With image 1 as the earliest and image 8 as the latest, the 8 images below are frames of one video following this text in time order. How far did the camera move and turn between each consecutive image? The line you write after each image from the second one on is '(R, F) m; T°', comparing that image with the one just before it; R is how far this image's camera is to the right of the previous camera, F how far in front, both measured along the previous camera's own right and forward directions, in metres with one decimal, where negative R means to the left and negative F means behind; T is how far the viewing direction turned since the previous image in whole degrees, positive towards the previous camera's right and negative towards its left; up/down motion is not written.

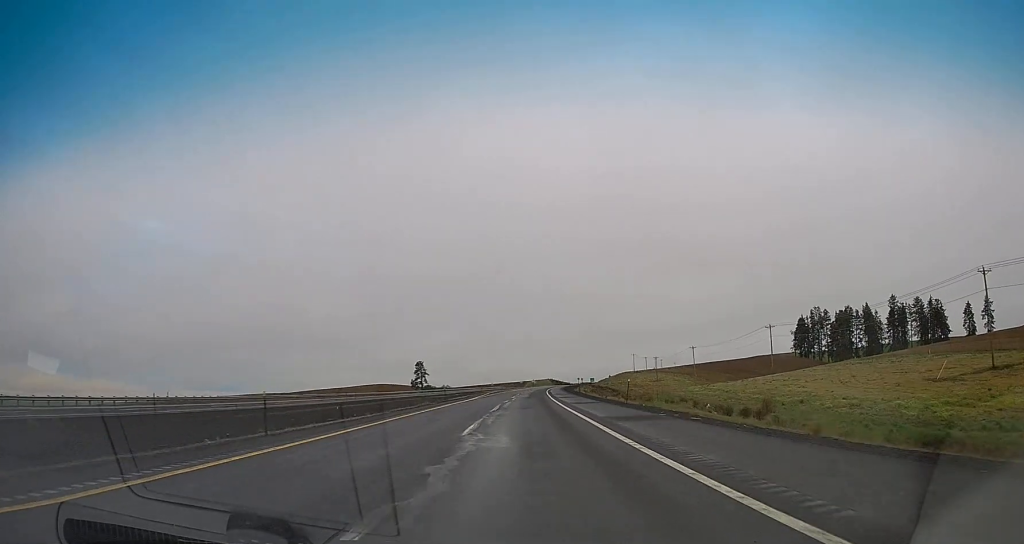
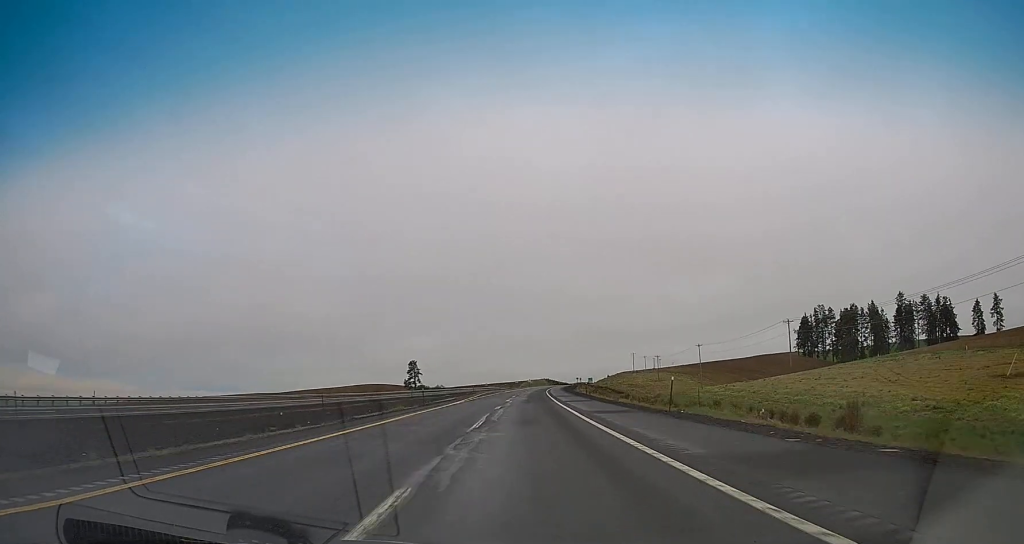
(+0.1, +12.6) m; 0°
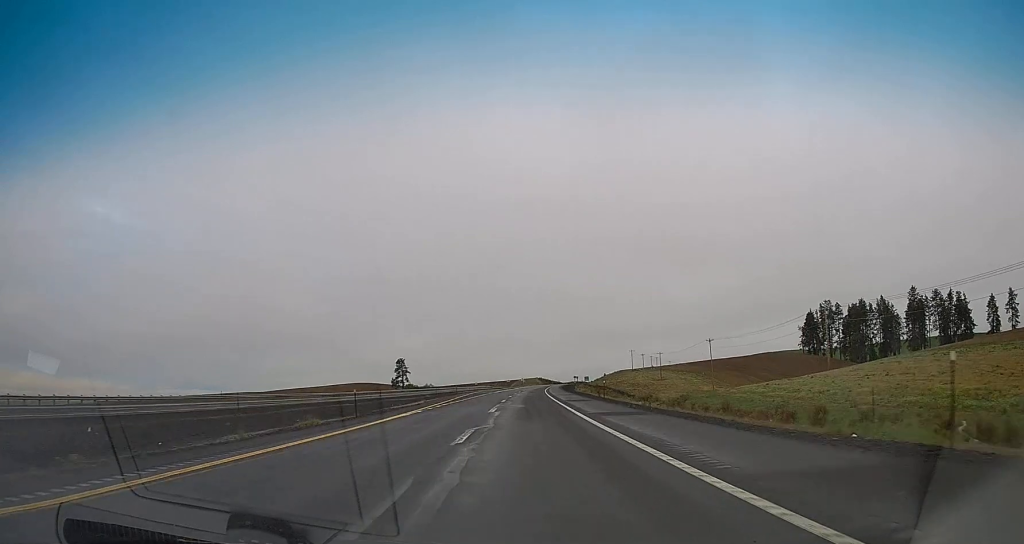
(+0.1, +20.3) m; 0°
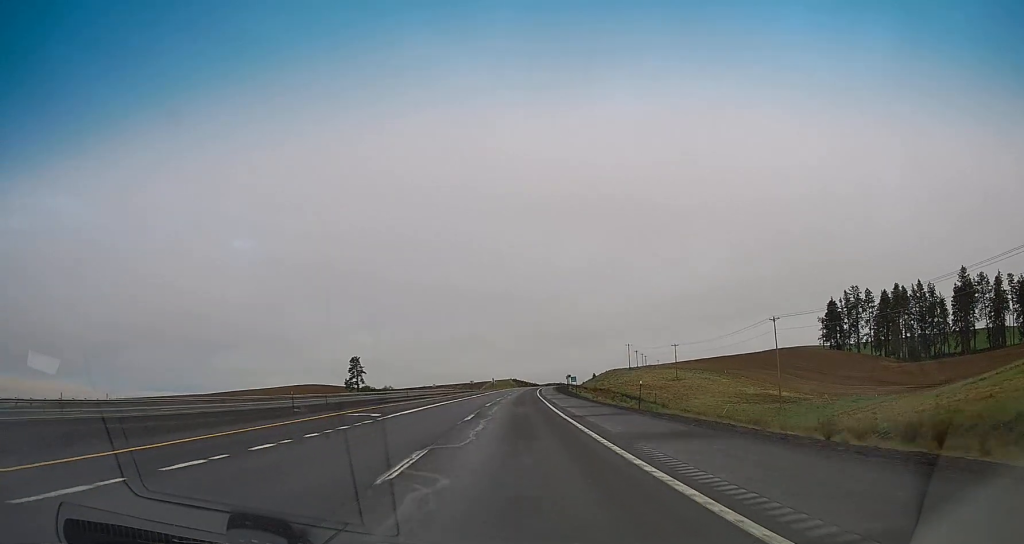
(+1.4, +65.9) m; +3°
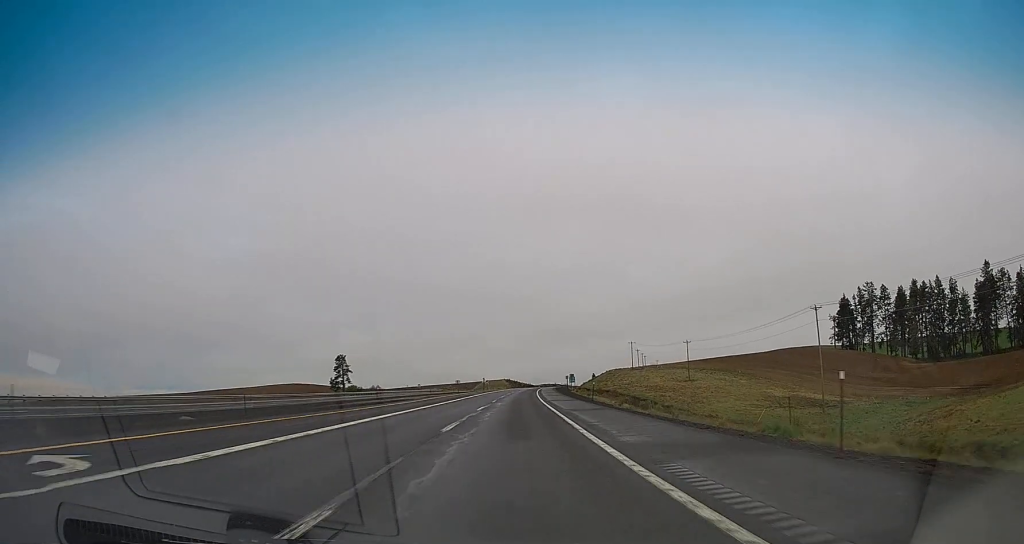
(+0.1, +21.3) m; +1°
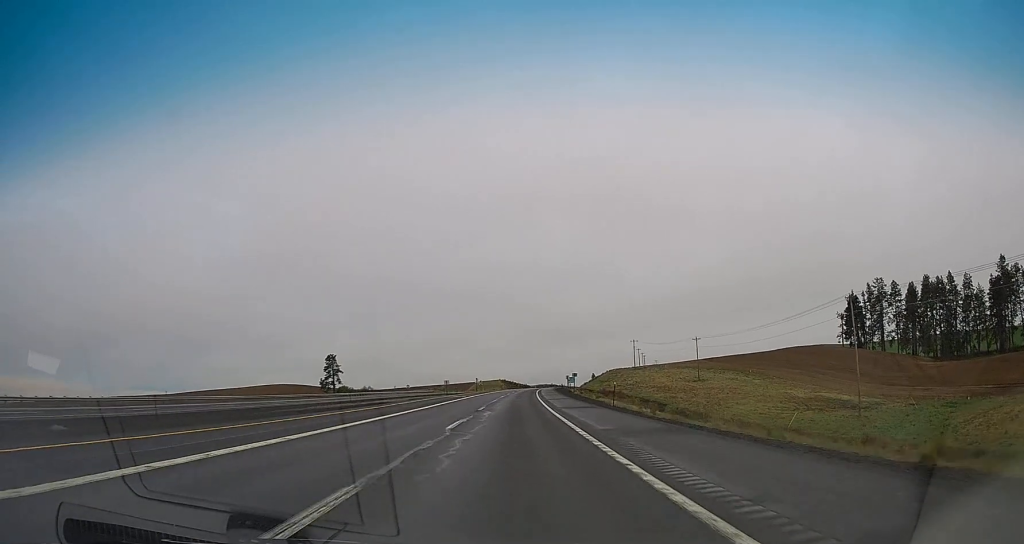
(+0.1, +13.6) m; 0°
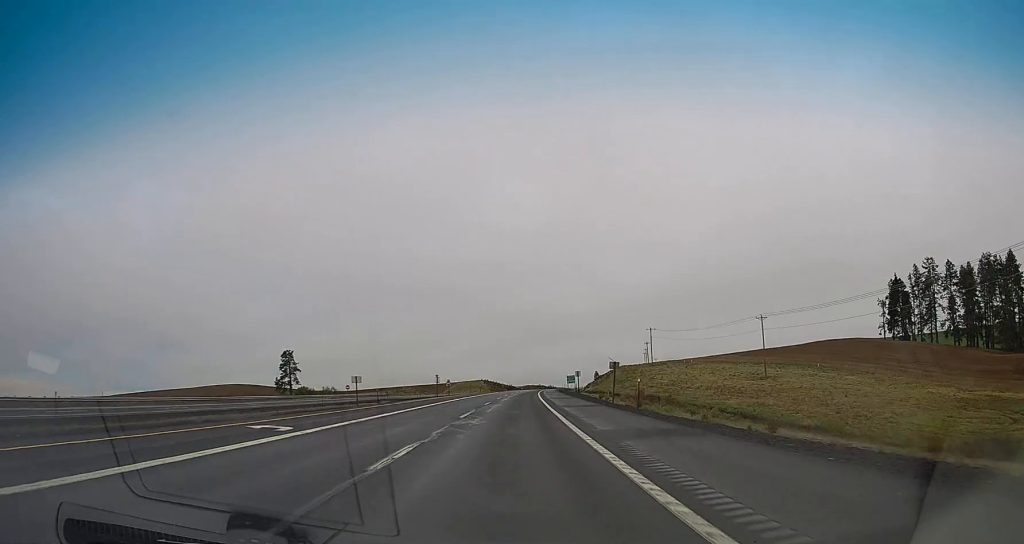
(0.0, +55.4) m; +1°
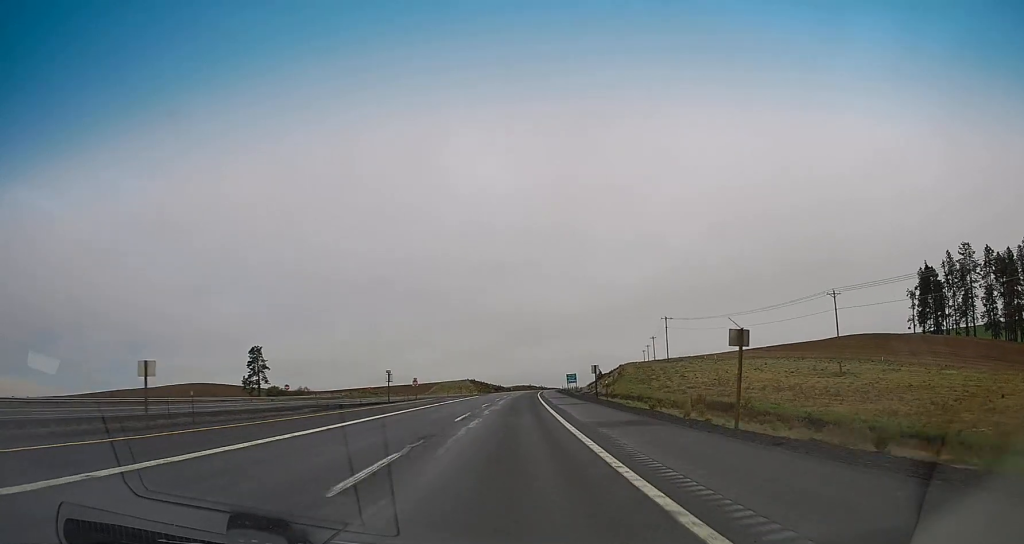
(+0.5, +32.1) m; +1°
